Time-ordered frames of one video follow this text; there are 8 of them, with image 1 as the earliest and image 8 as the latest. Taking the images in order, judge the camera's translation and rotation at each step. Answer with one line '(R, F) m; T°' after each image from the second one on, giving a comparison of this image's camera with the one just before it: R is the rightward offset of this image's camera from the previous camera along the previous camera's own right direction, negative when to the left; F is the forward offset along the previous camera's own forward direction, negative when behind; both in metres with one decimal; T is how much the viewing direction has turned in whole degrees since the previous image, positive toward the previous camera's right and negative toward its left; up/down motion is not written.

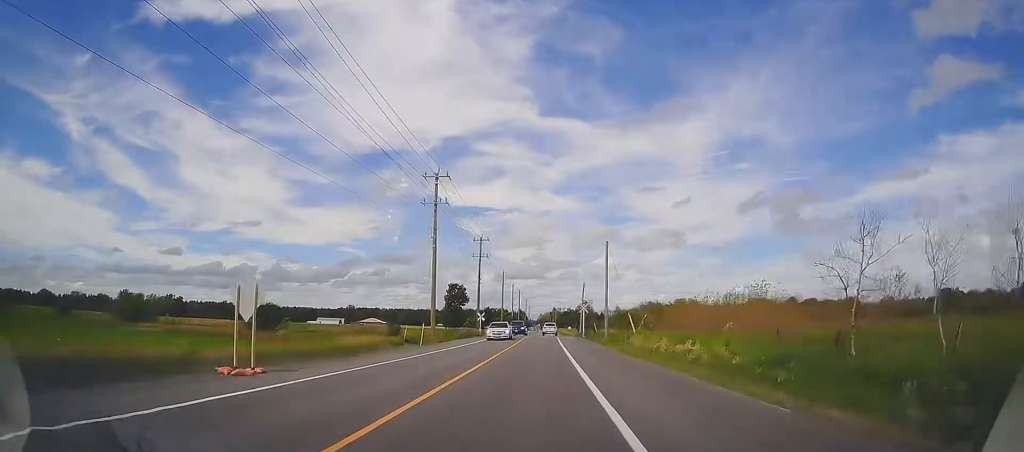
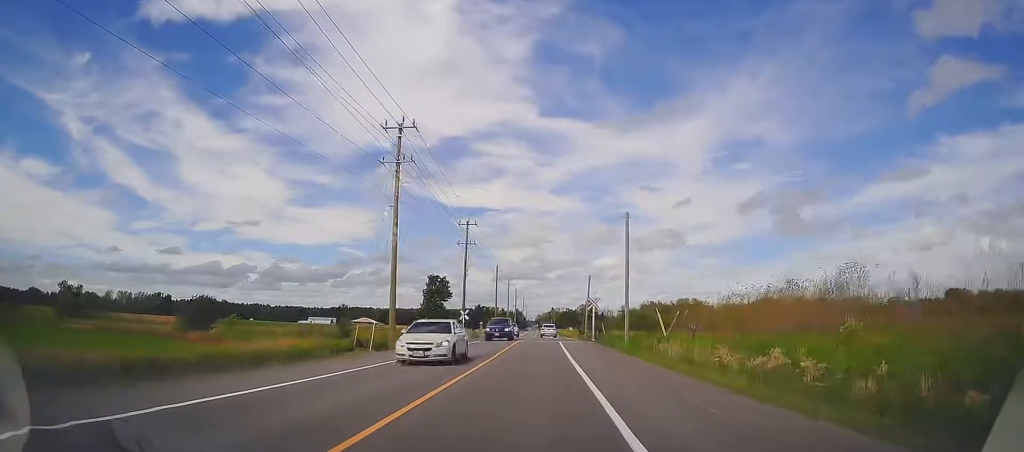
(-0.1, +12.6) m; -1°
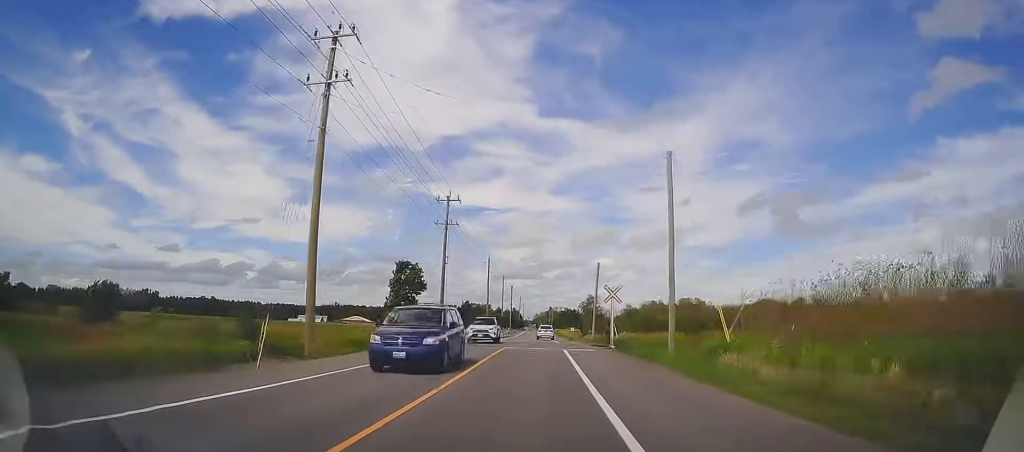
(0.0, +12.7) m; -1°
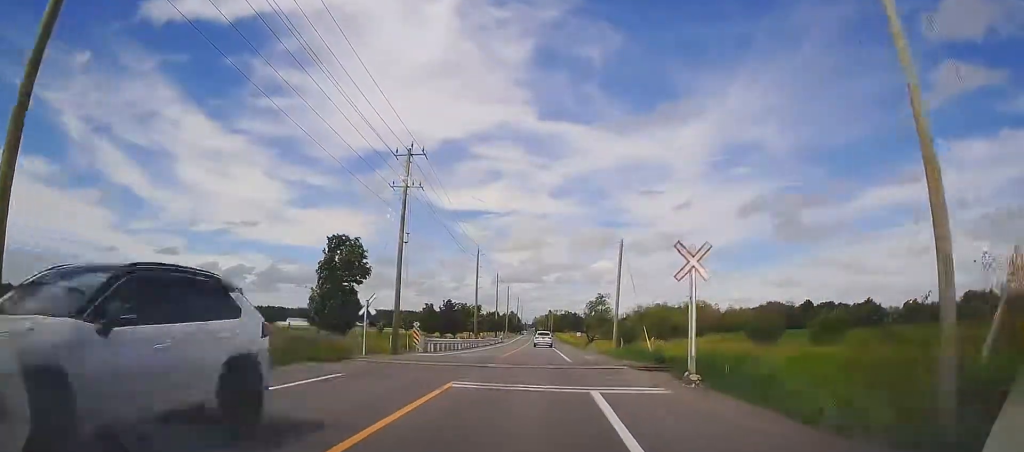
(-0.2, +15.9) m; +1°
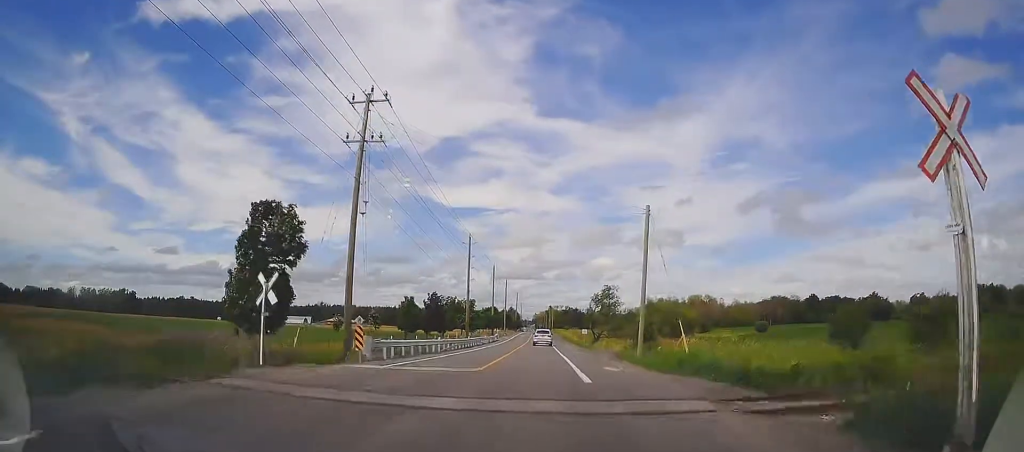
(+0.3, +9.6) m; +1°
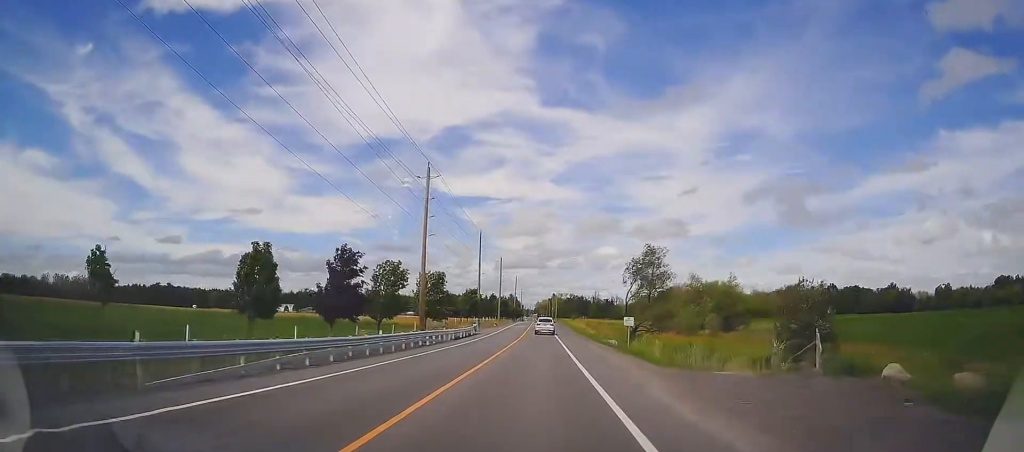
(-0.1, +29.7) m; 0°
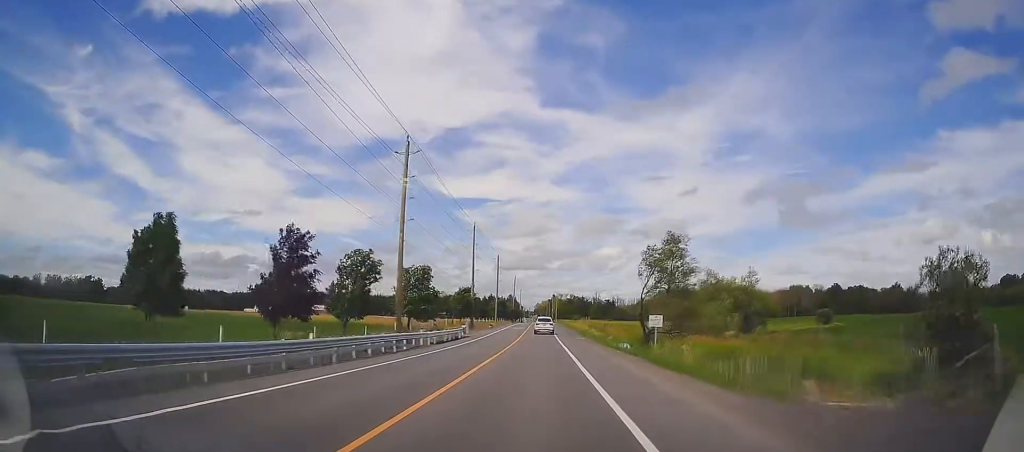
(0.0, +7.6) m; 0°
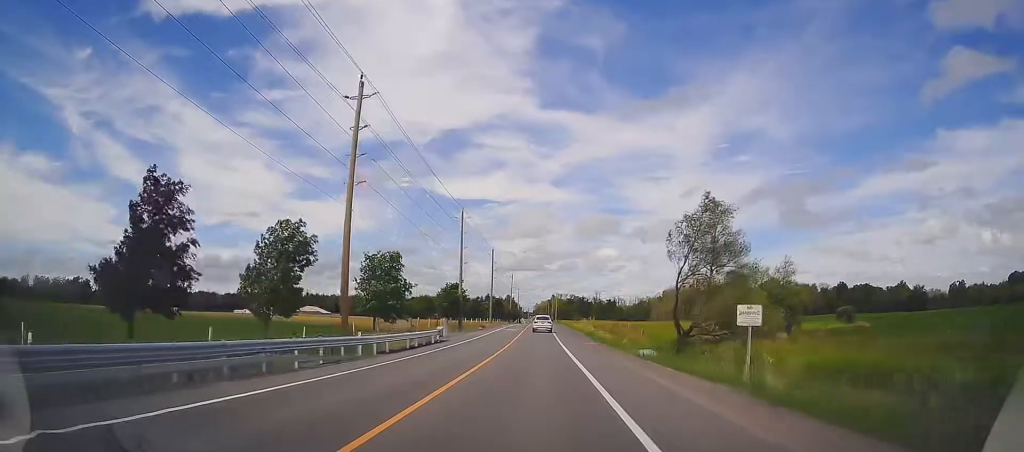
(0.0, +10.7) m; 0°
